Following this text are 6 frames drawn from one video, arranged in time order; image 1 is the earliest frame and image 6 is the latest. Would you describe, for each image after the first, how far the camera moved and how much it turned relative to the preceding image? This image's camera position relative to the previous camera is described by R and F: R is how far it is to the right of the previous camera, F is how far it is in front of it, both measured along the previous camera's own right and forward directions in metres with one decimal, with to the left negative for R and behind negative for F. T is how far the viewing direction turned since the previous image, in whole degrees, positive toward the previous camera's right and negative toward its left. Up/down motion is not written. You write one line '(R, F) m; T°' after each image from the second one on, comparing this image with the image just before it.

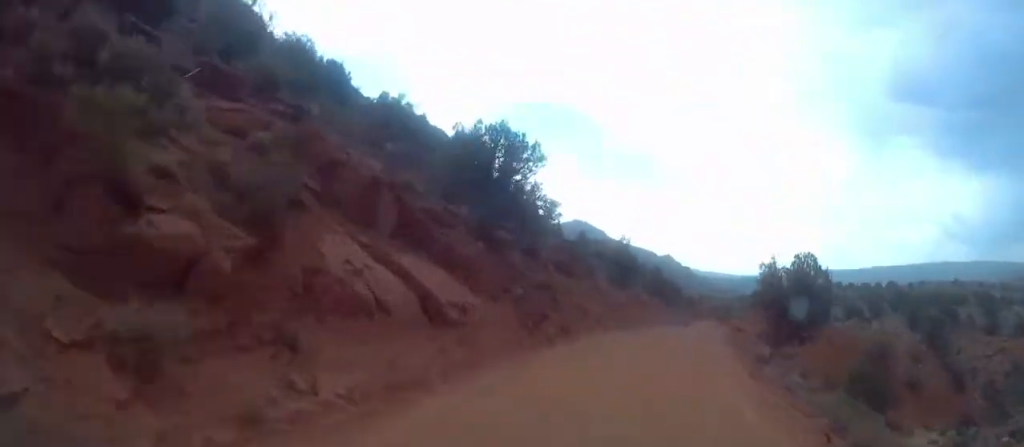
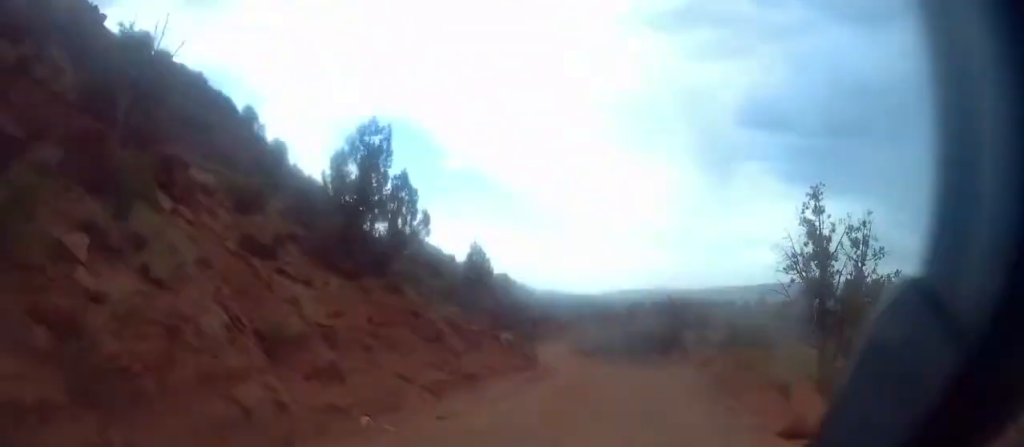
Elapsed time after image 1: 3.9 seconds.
(0.0, +35.0) m; +2°
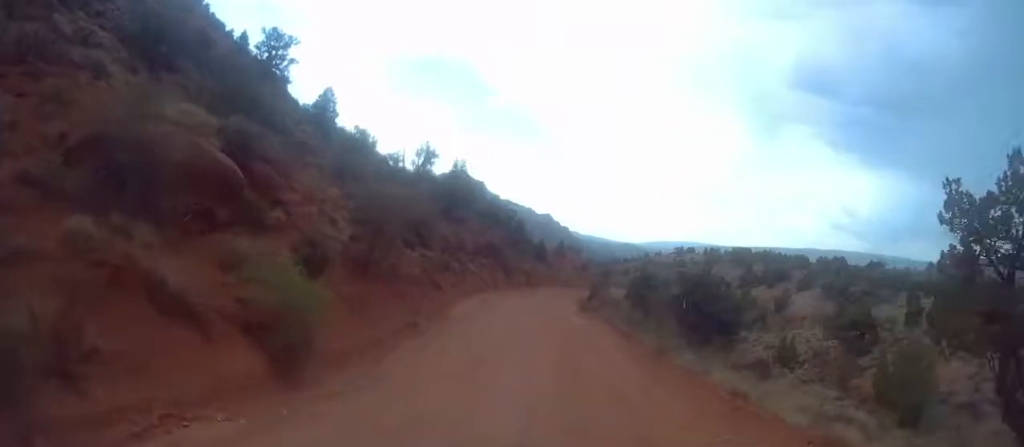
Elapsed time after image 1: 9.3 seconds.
(+1.3, +49.3) m; 0°
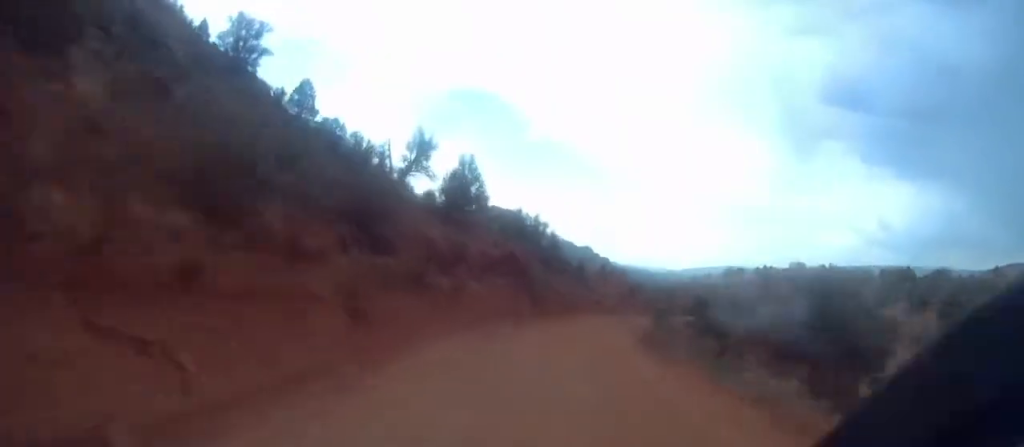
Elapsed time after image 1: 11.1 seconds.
(-0.2, +15.5) m; 0°
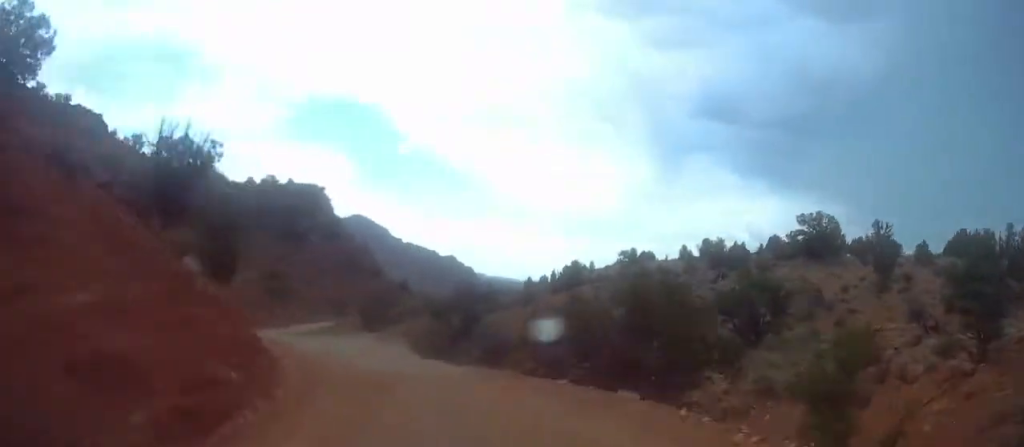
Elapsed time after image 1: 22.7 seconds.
(+9.3, +96.6) m; -6°
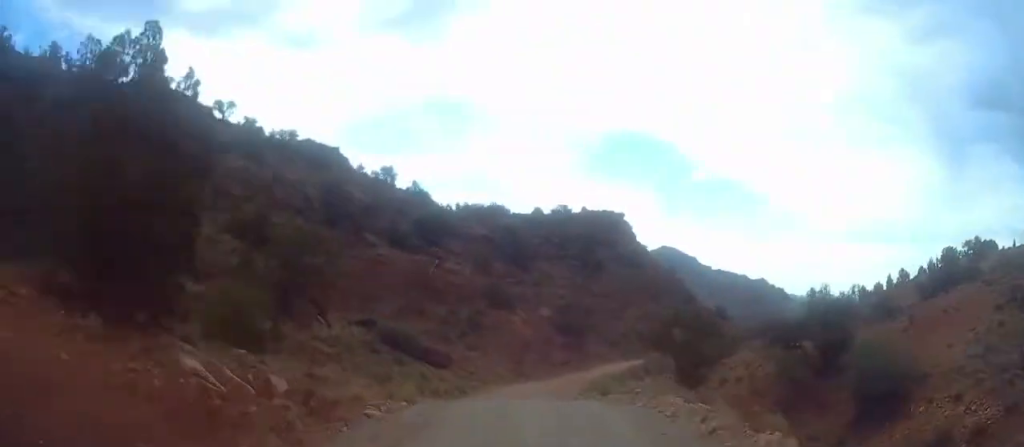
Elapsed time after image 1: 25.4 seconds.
(-4.7, +22.3) m; -8°
